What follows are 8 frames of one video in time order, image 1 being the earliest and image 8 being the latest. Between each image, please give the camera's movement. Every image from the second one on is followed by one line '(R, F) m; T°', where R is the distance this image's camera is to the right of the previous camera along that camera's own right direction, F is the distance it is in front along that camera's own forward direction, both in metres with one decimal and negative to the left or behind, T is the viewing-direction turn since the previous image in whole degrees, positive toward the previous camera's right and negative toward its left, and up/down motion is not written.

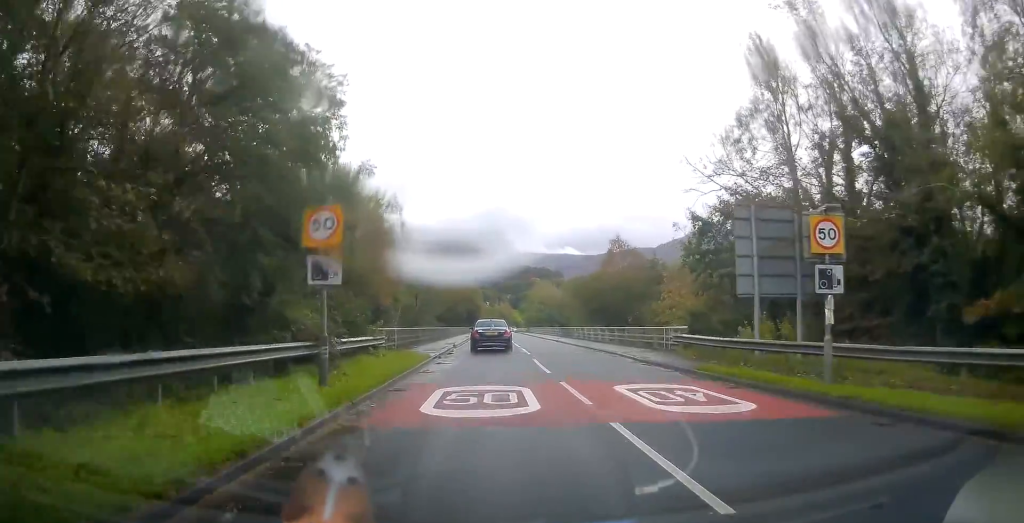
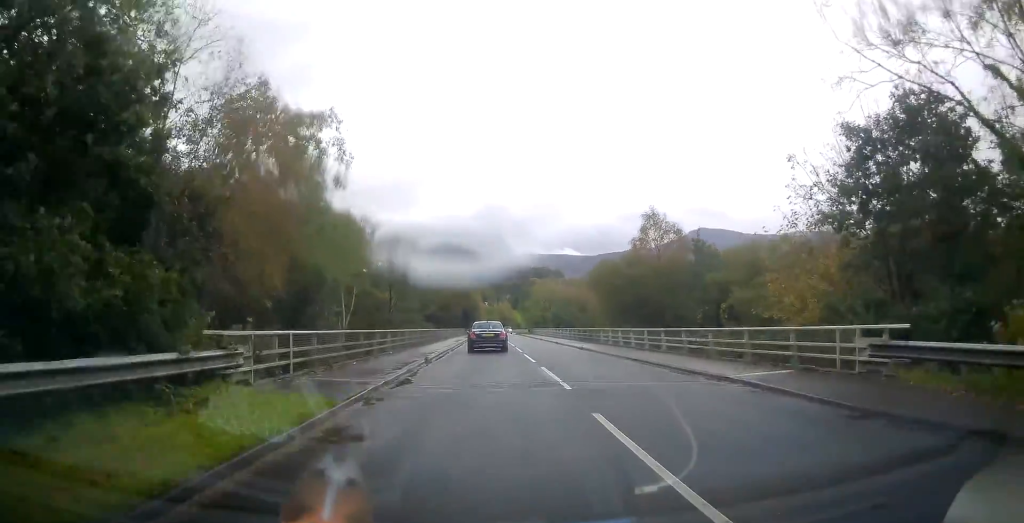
(-0.1, +14.1) m; 0°
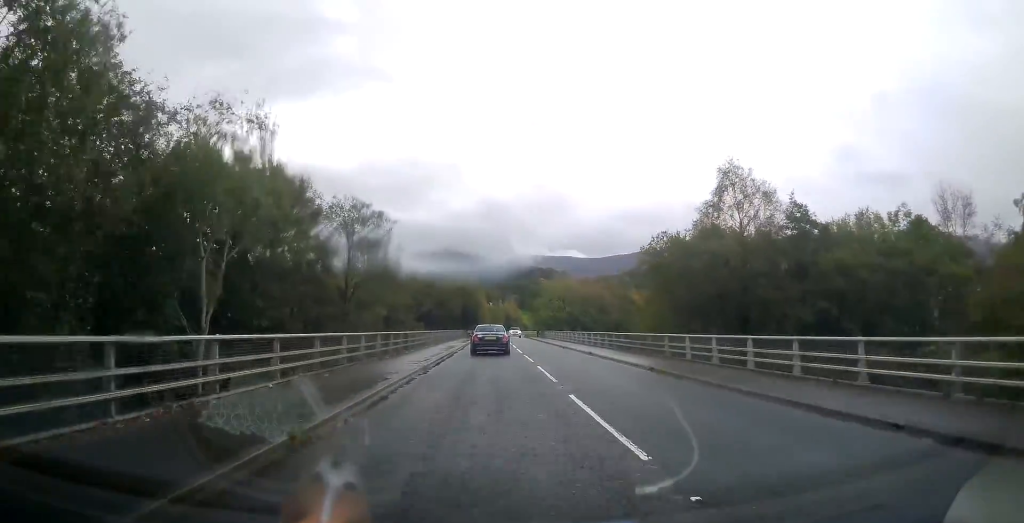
(+0.1, +15.0) m; 0°
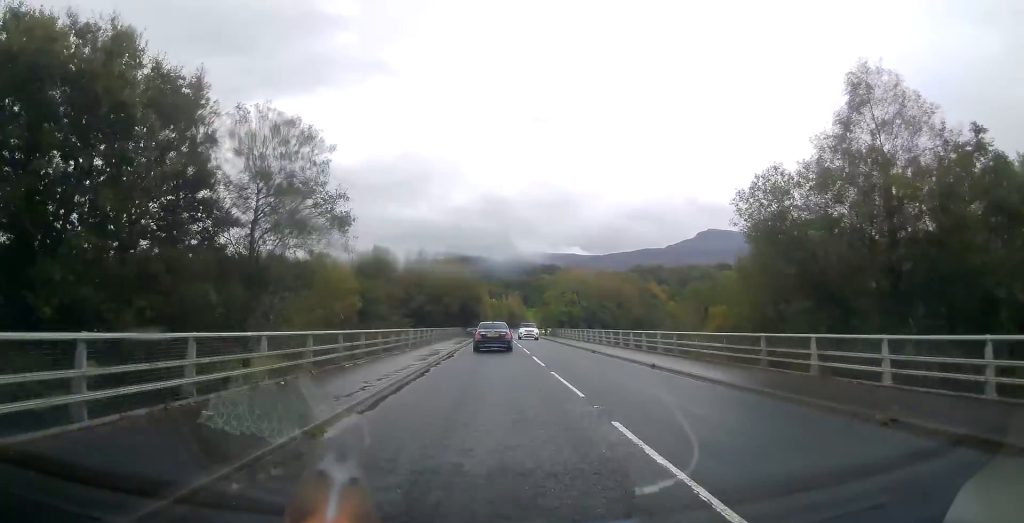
(-0.1, +12.9) m; -1°
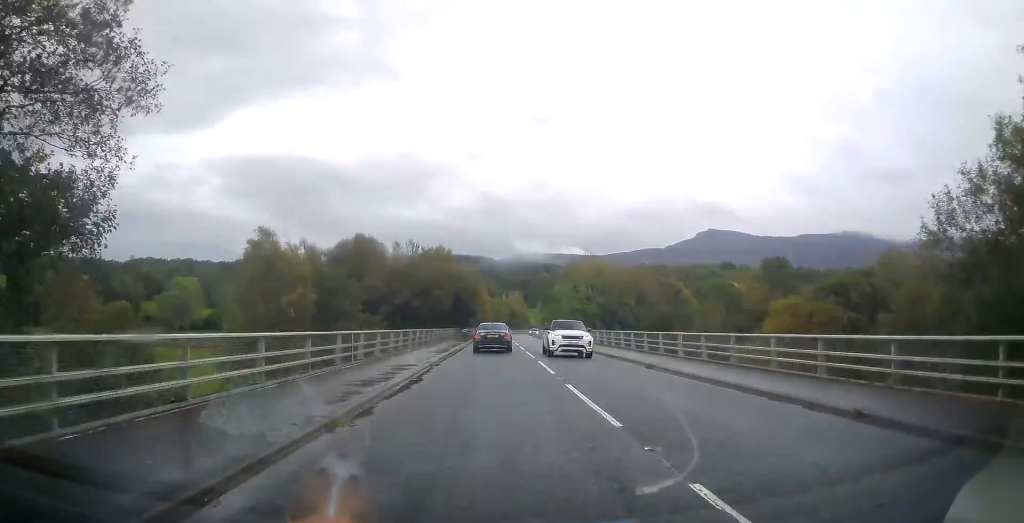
(-0.1, +12.5) m; 0°
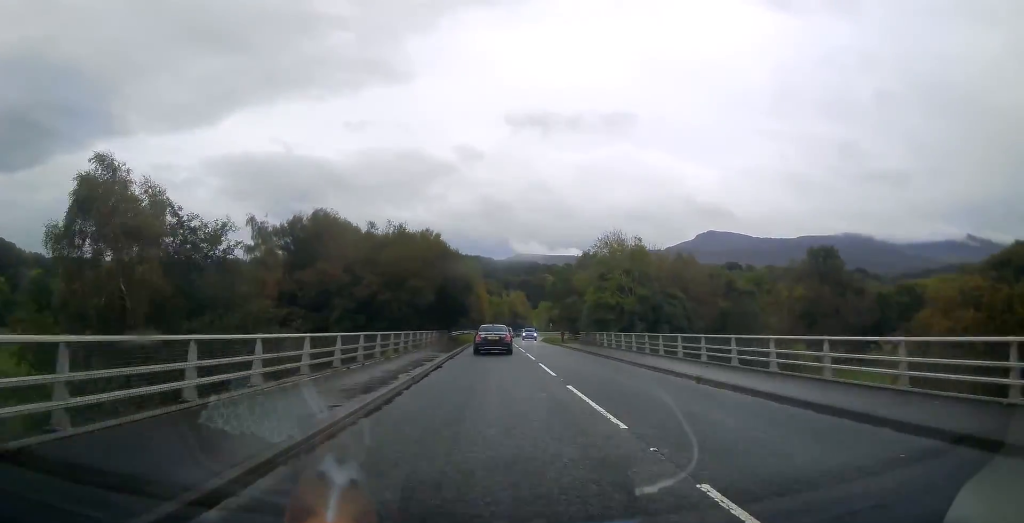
(+0.1, +18.1) m; +1°
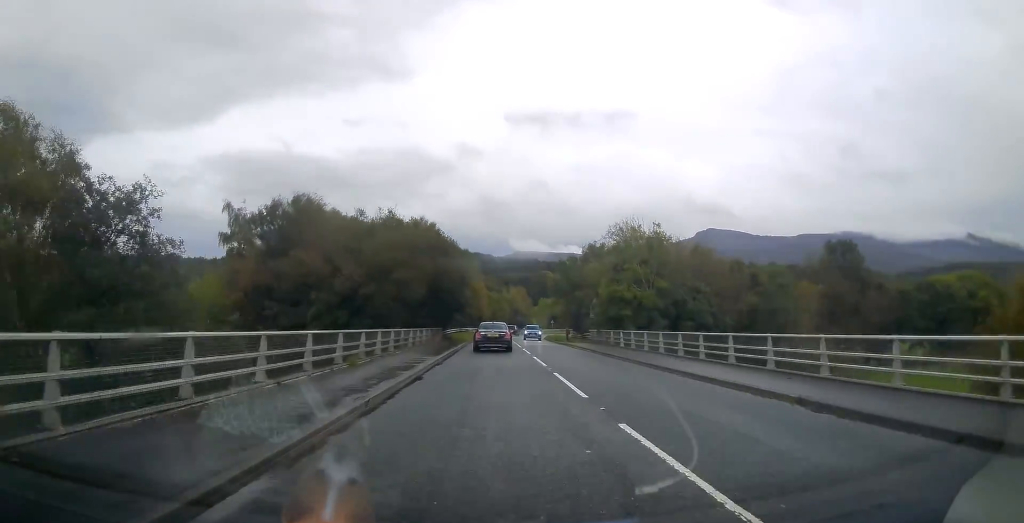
(0.0, +5.8) m; 0°
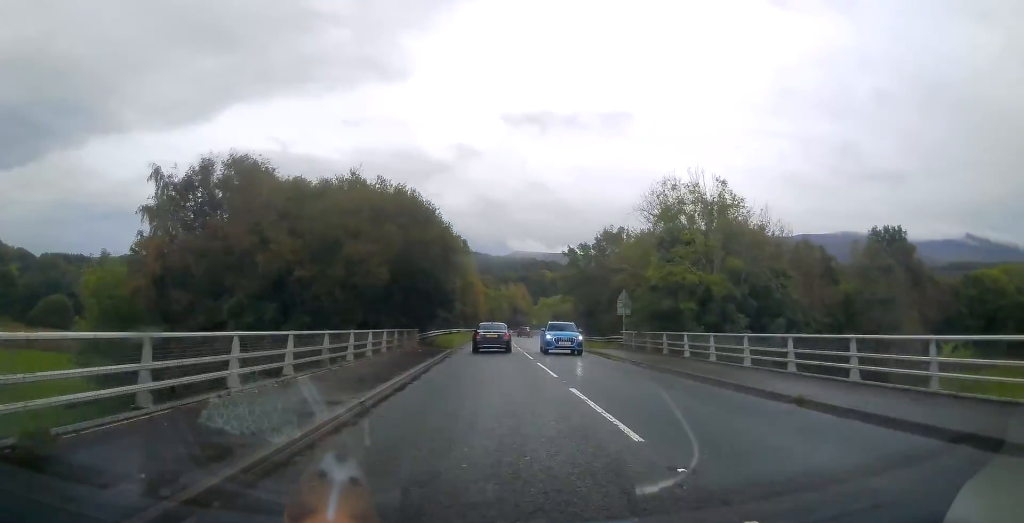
(0.0, +13.2) m; 0°
